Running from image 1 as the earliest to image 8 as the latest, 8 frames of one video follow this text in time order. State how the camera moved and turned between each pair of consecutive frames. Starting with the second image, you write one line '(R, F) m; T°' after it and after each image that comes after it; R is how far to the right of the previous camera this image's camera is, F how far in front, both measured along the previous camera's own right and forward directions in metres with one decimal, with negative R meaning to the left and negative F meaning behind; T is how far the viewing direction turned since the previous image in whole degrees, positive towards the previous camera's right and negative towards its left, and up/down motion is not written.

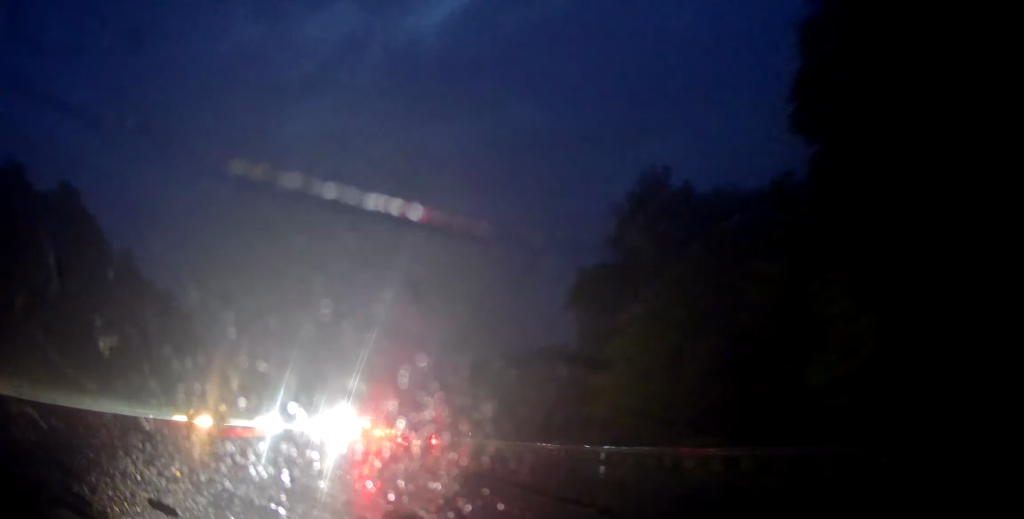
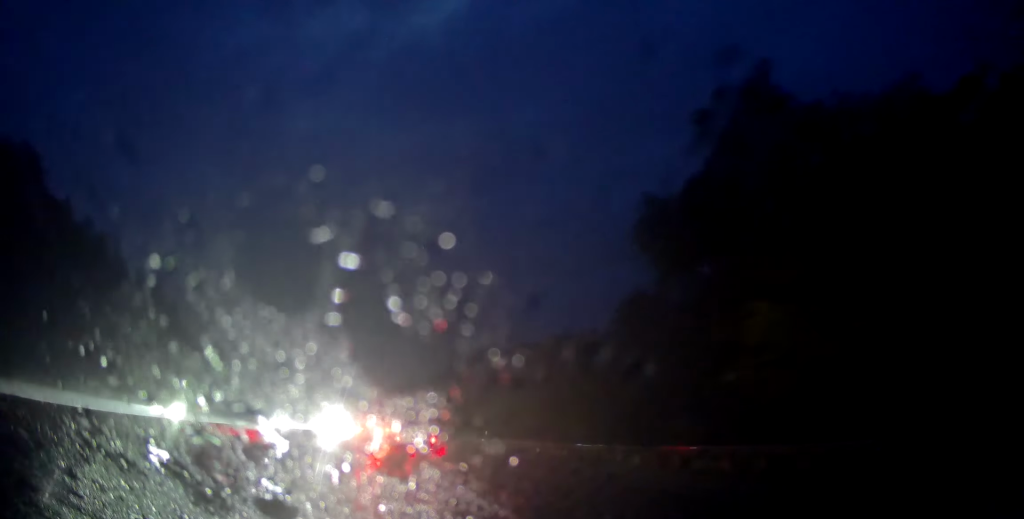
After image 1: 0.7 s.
(-0.2, +13.8) m; -1°
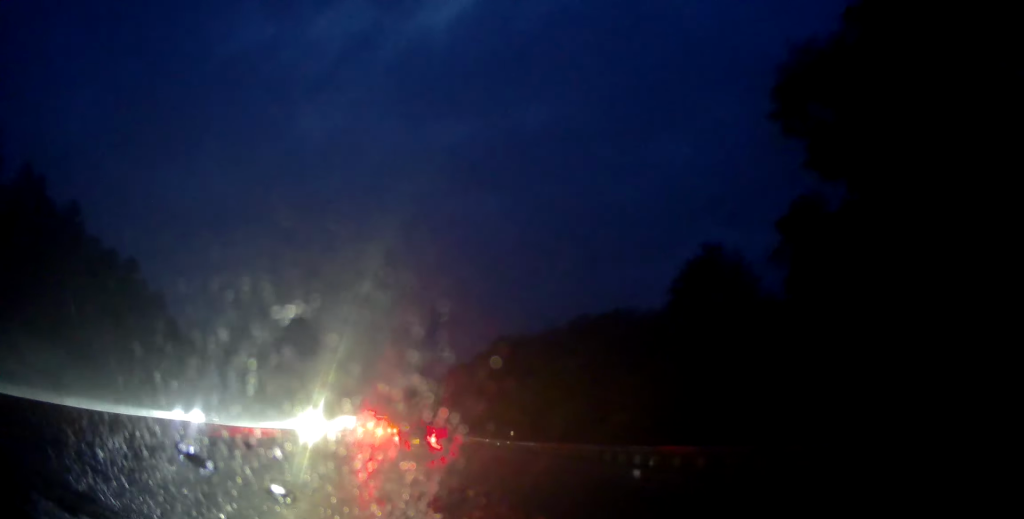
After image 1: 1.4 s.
(0.0, +14.6) m; 0°
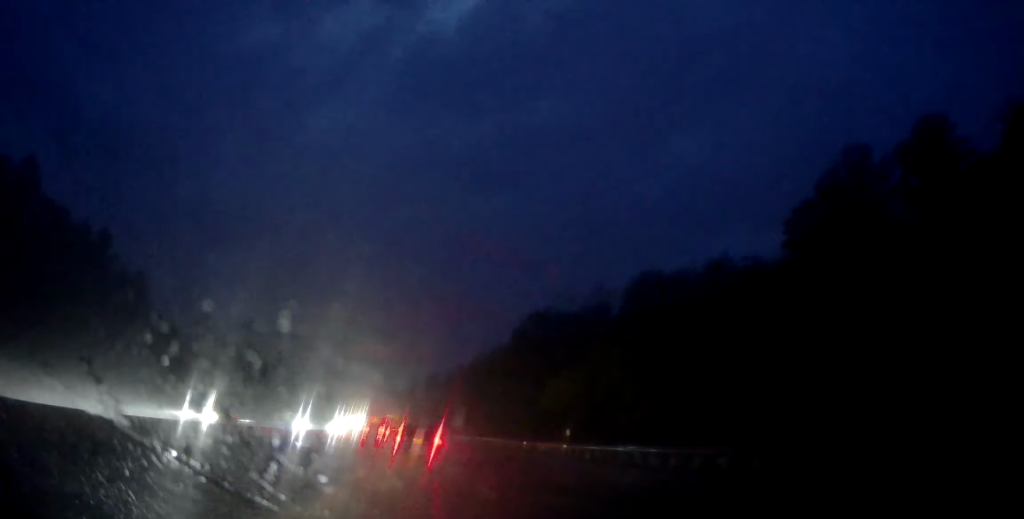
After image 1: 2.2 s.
(+0.1, +17.7) m; -1°
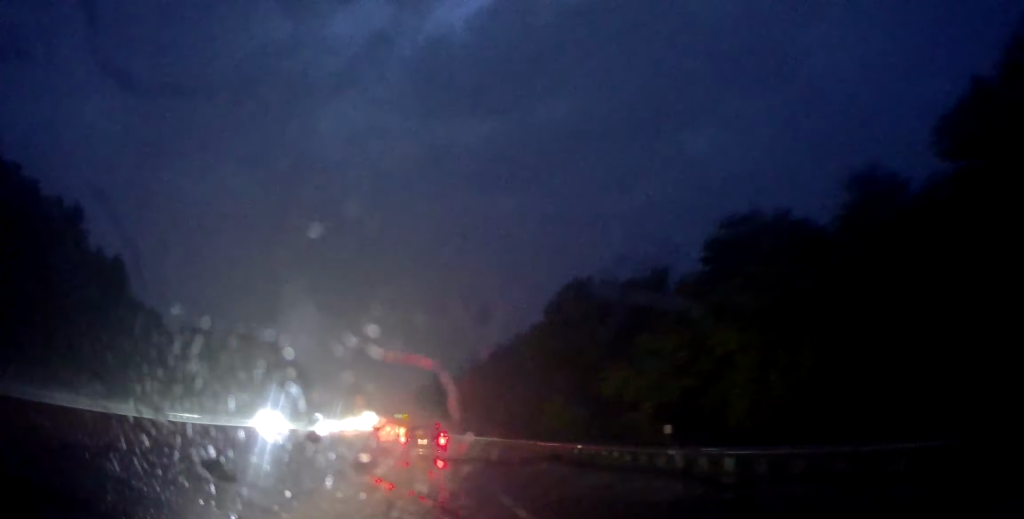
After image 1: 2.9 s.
(-0.2, +15.0) m; -2°
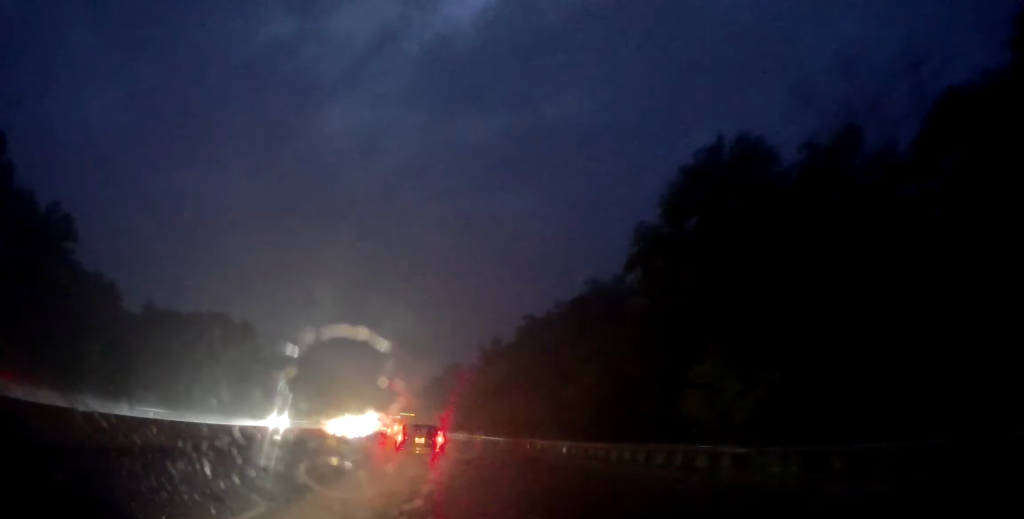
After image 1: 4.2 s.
(-1.0, +28.7) m; -2°
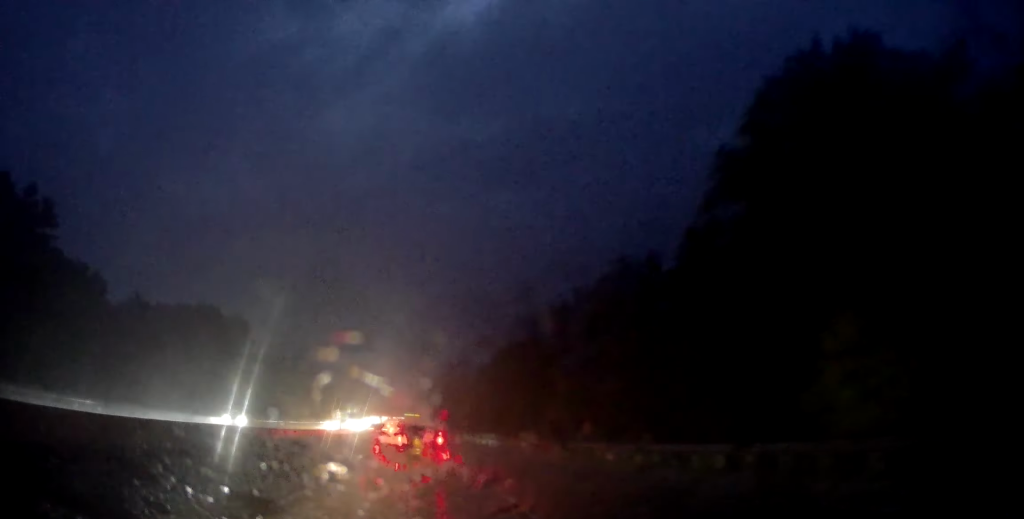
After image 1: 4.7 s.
(0.0, +9.3) m; 0°
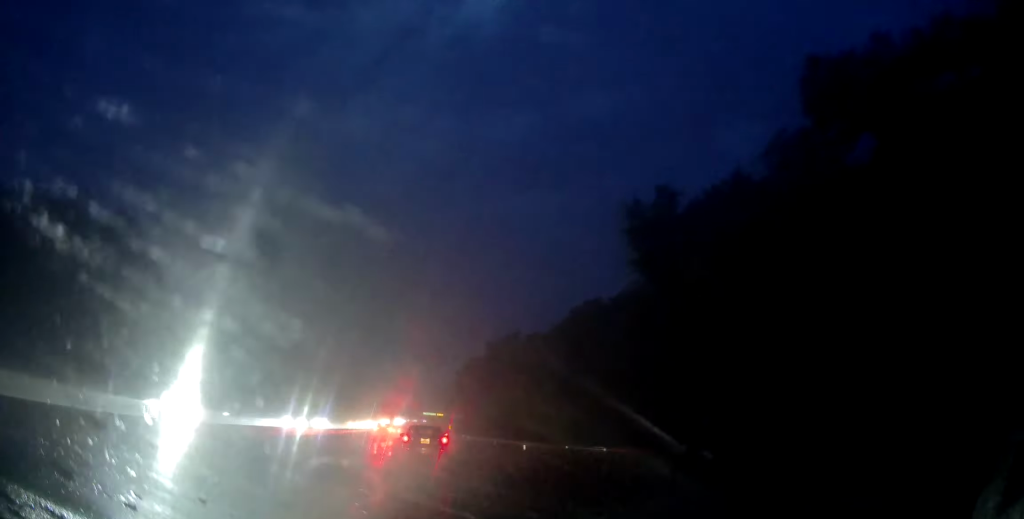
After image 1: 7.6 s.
(-1.3, +62.4) m; -3°
